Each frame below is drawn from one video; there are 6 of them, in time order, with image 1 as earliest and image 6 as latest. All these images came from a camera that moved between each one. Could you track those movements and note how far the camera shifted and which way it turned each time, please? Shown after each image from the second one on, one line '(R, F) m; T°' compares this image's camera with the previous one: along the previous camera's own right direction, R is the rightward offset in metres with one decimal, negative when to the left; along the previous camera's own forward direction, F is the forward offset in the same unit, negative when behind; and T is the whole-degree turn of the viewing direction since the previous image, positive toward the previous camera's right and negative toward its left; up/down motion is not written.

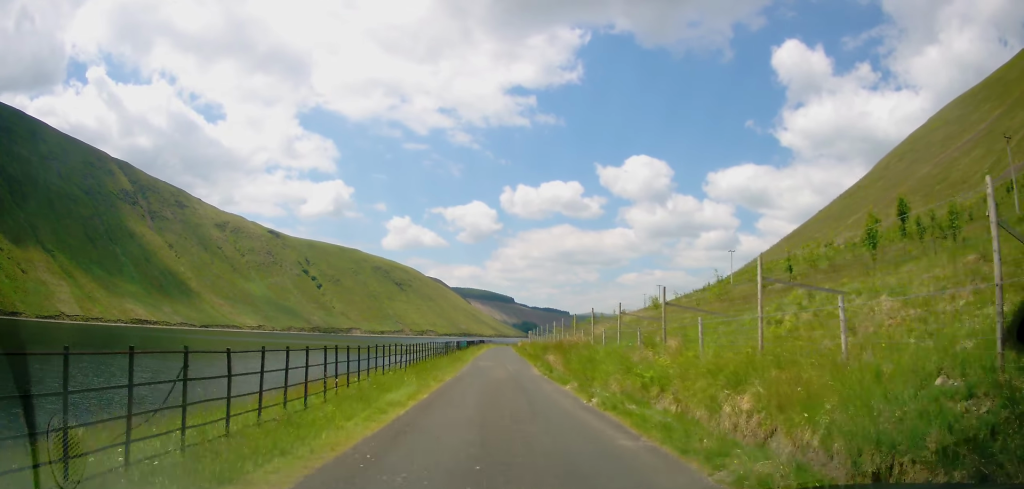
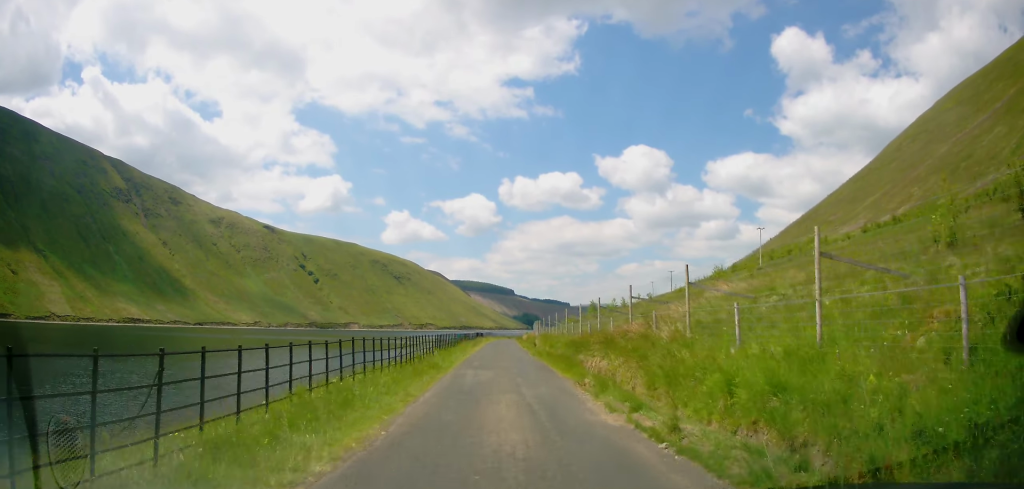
(0.0, +14.2) m; 0°
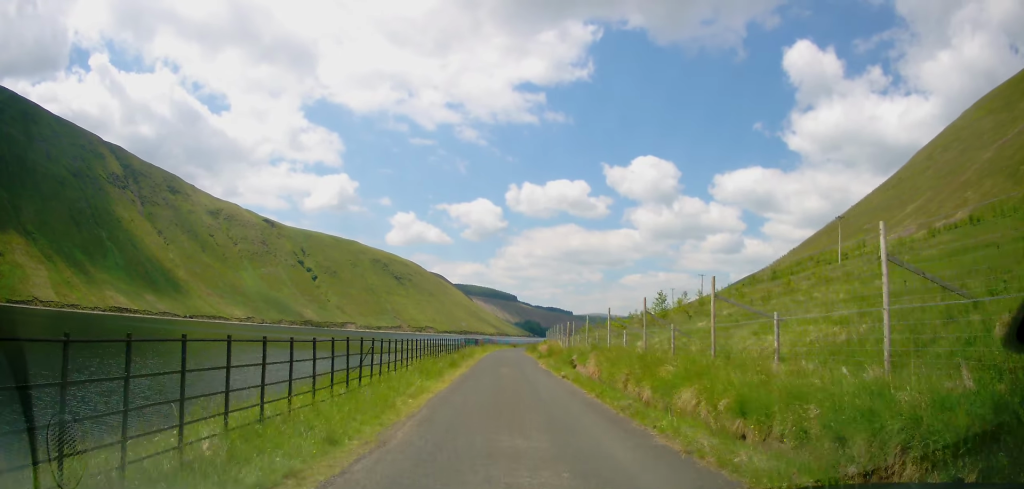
(+0.1, +25.8) m; 0°
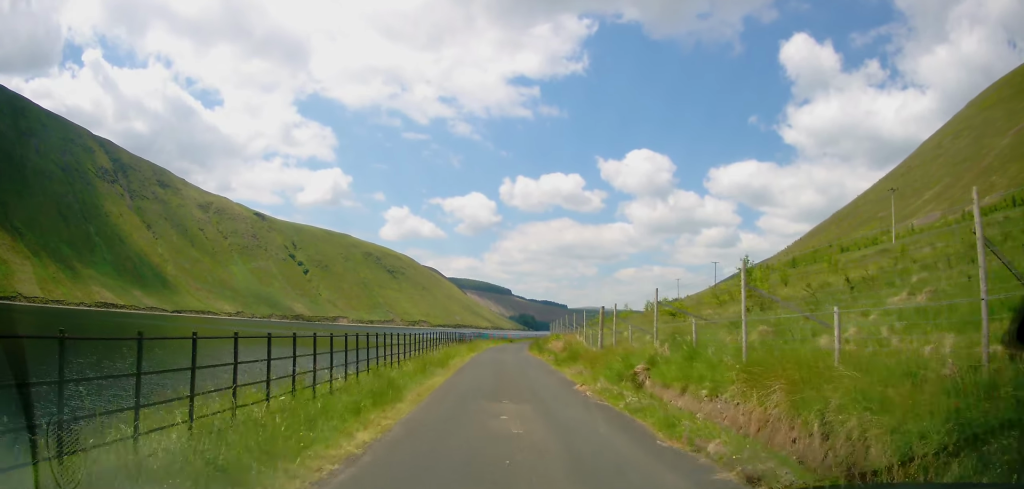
(0.0, +14.3) m; 0°
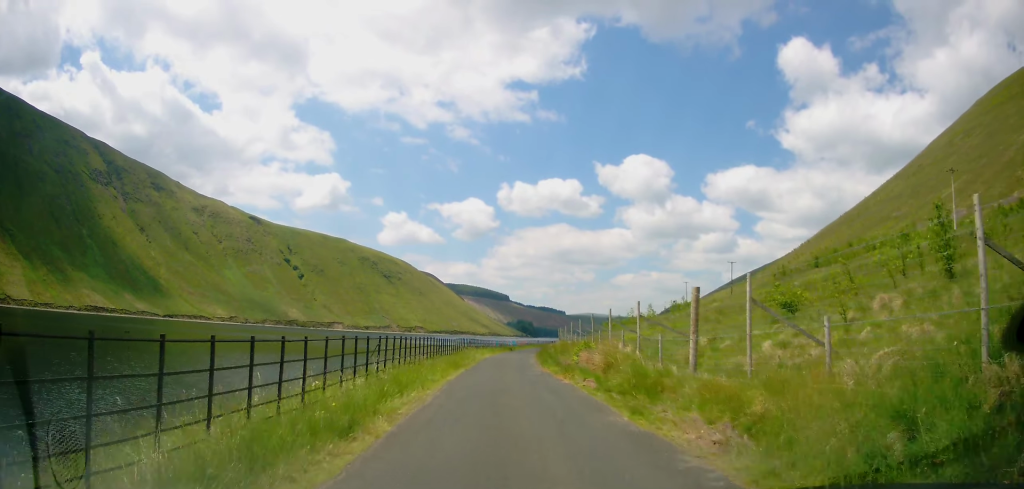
(-0.1, +12.2) m; -1°
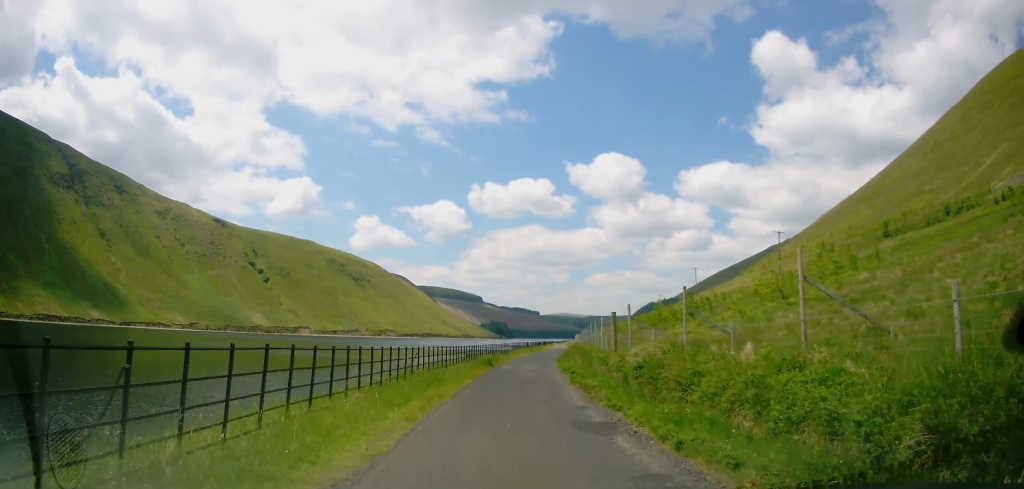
(+1.7, +35.9) m; +7°
